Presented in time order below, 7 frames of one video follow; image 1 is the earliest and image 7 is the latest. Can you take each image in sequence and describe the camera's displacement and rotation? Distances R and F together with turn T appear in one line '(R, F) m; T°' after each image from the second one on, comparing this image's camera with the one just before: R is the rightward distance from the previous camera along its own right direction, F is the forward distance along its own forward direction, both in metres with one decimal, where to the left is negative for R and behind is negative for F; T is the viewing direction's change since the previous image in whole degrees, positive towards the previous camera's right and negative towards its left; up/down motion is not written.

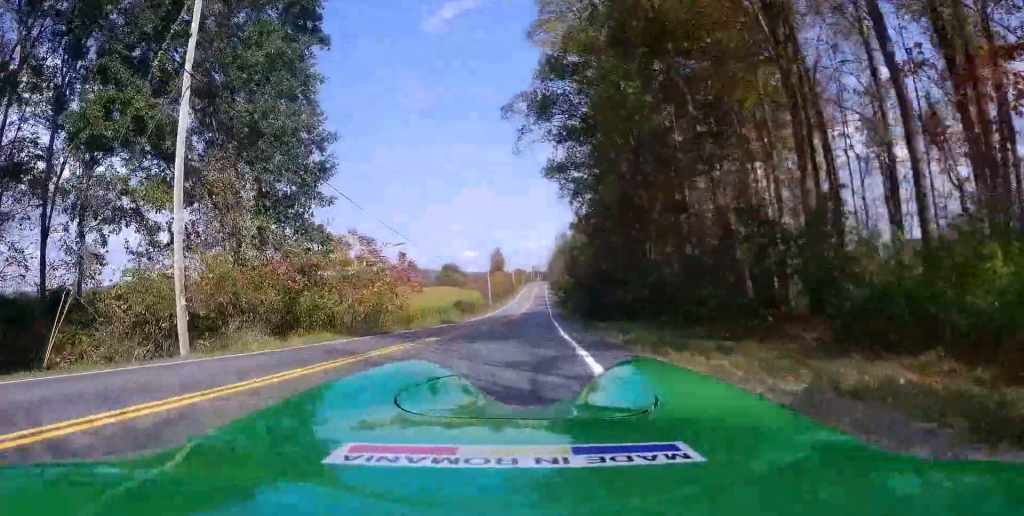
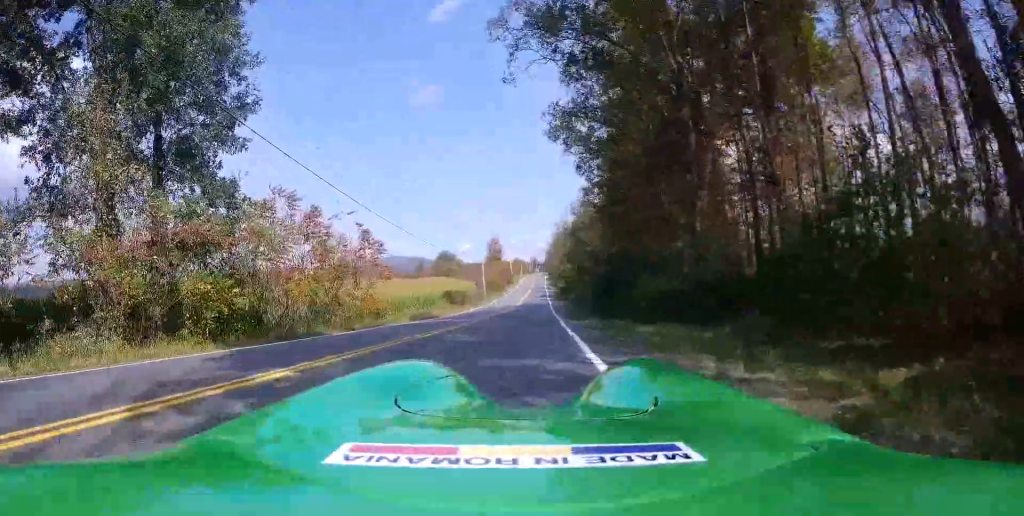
(+0.1, +9.5) m; +2°
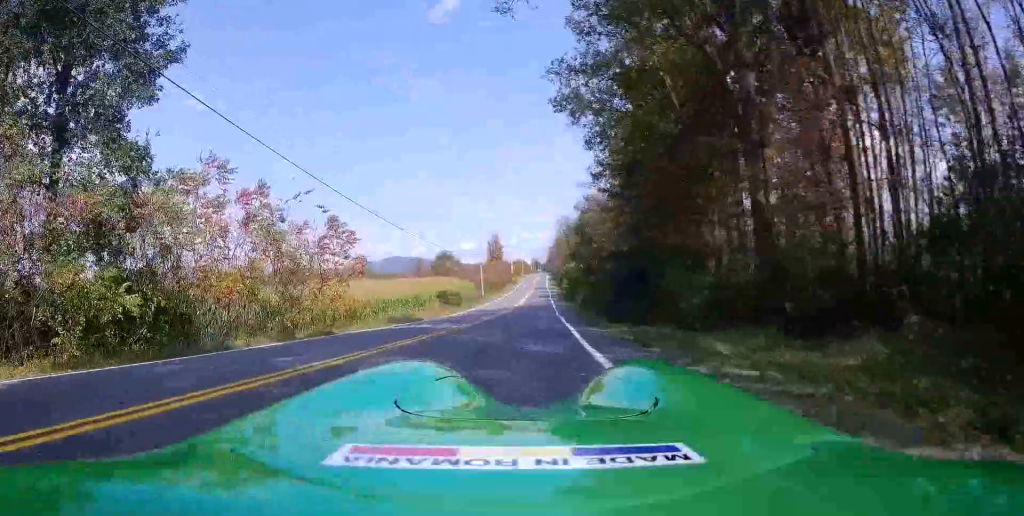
(0.0, +5.3) m; 0°
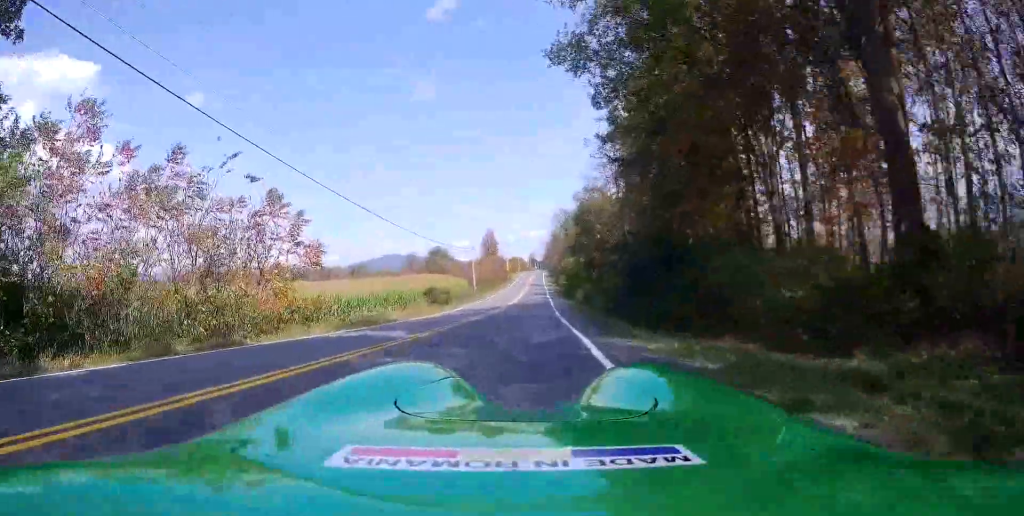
(+0.1, +6.4) m; -1°
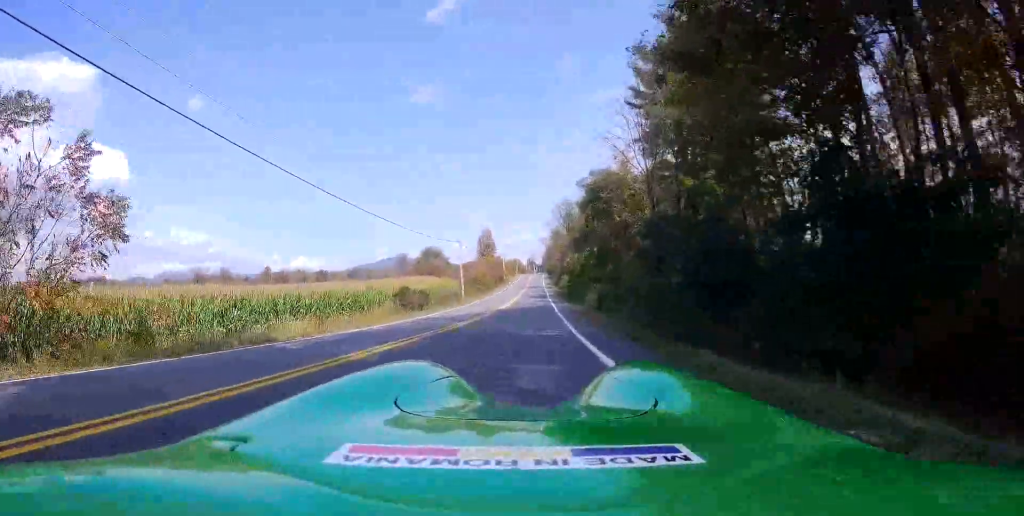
(-0.3, +8.7) m; -2°
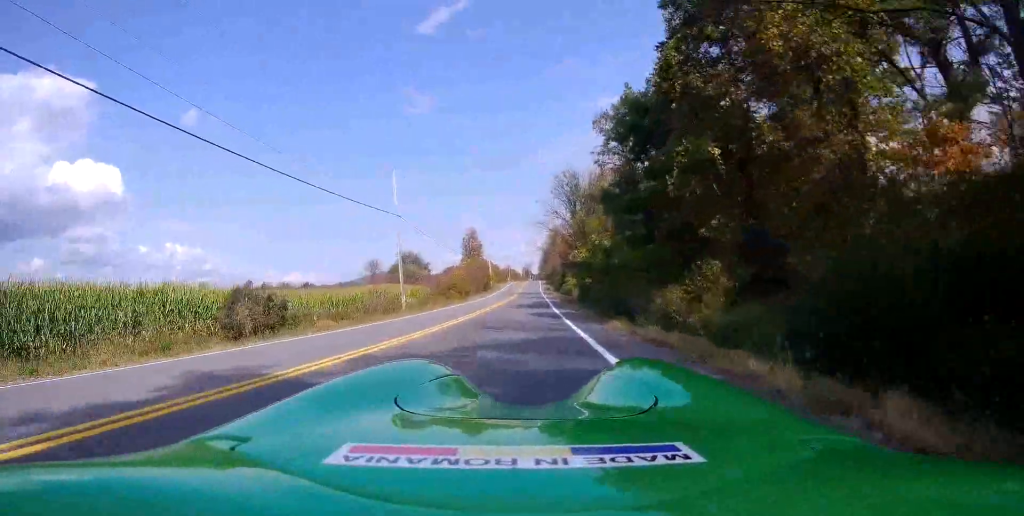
(+0.1, +28.2) m; -1°
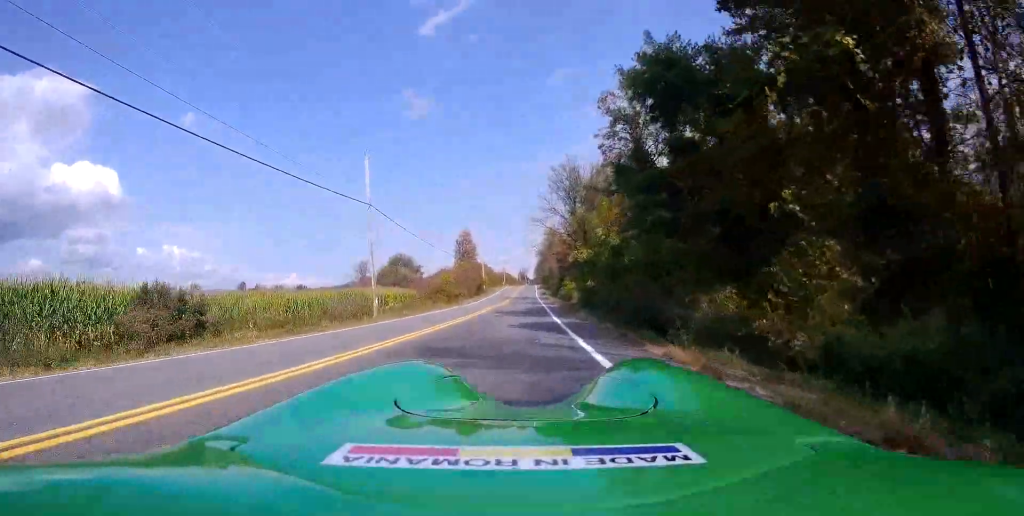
(-0.4, +7.3) m; +1°
